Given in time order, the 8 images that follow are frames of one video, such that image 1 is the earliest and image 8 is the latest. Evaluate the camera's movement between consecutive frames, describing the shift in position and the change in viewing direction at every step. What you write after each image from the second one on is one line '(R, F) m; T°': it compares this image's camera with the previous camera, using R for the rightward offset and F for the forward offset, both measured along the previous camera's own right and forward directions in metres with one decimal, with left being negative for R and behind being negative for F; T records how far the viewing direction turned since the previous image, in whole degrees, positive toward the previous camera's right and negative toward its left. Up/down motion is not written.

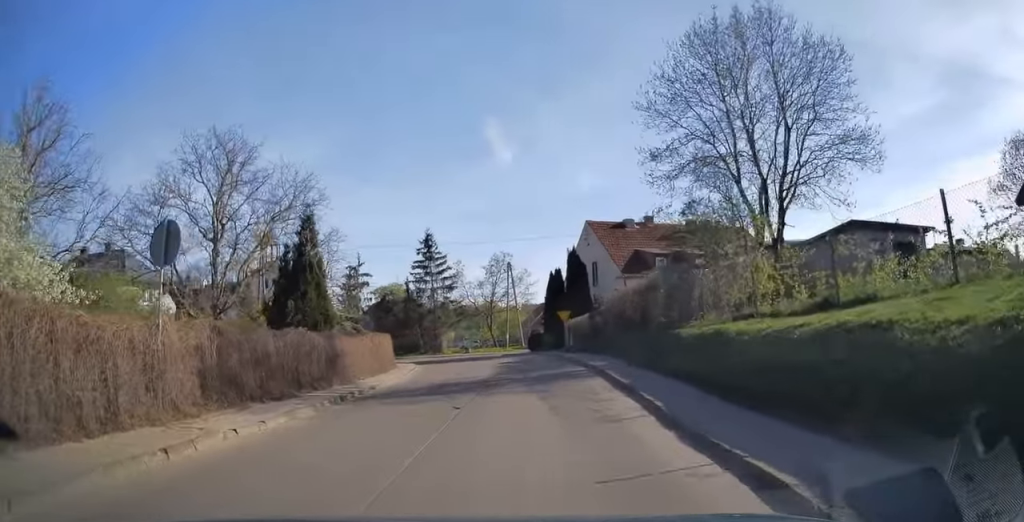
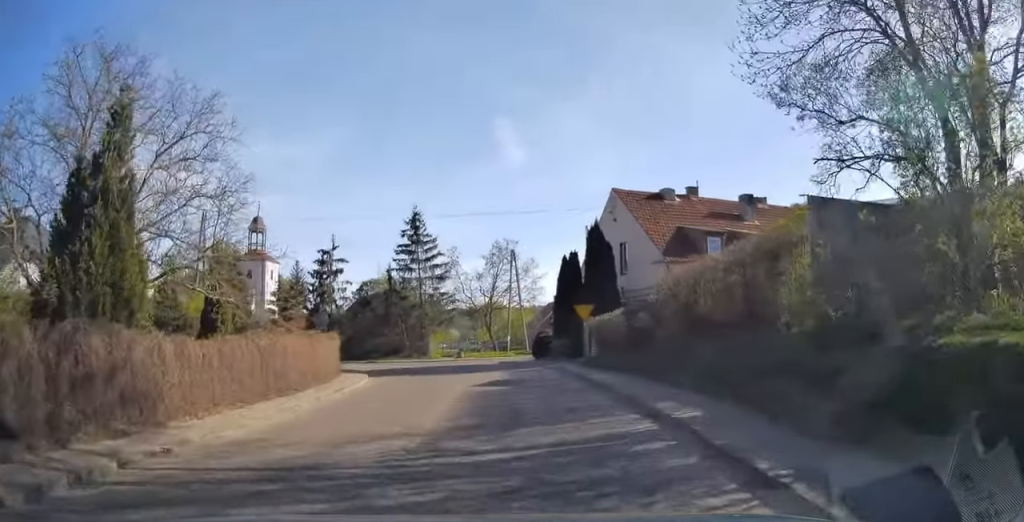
(+0.1, +11.4) m; -1°
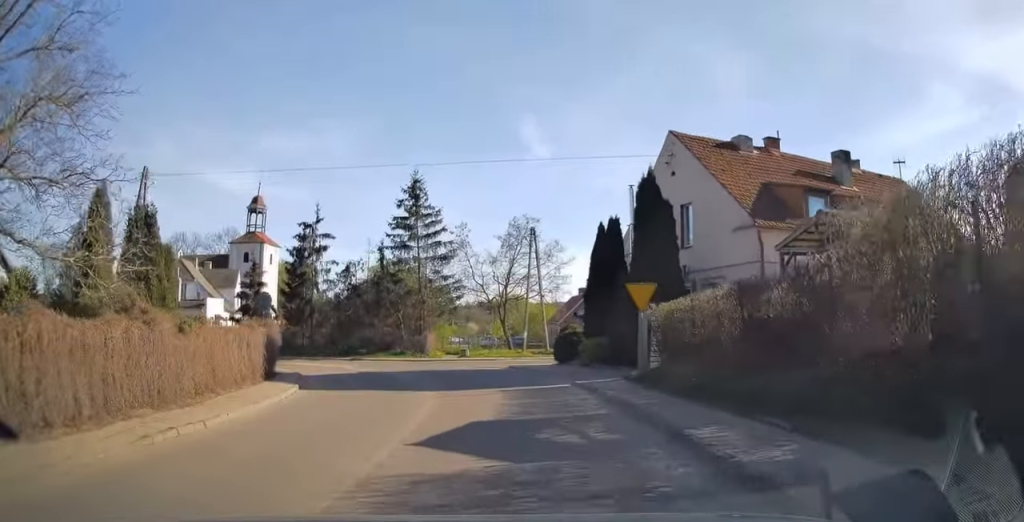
(-0.2, +10.0) m; -2°
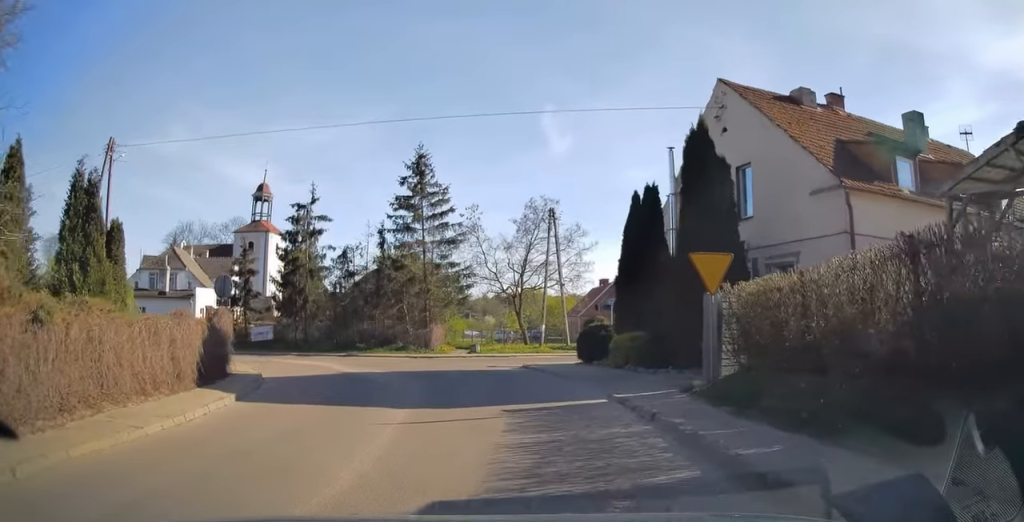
(0.0, +5.0) m; -1°
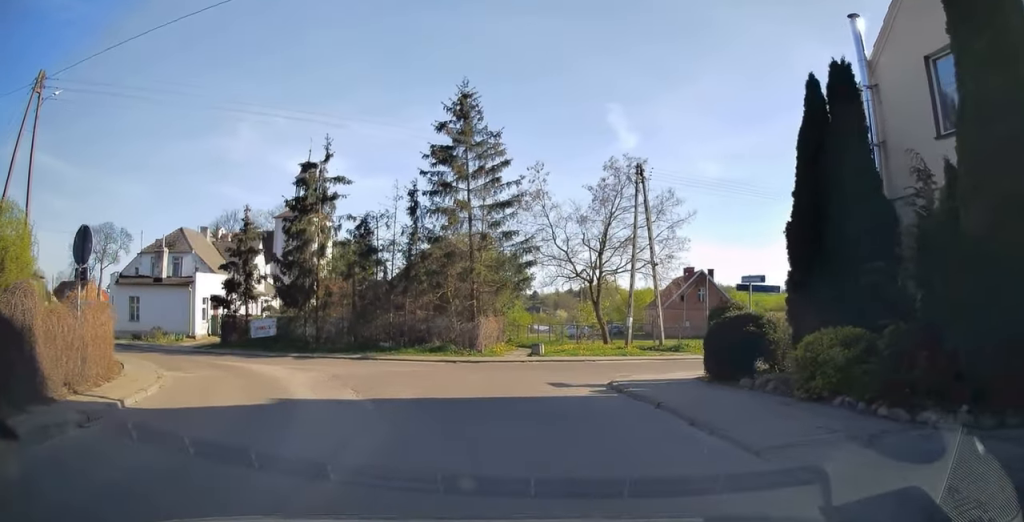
(-0.4, +10.7) m; -7°
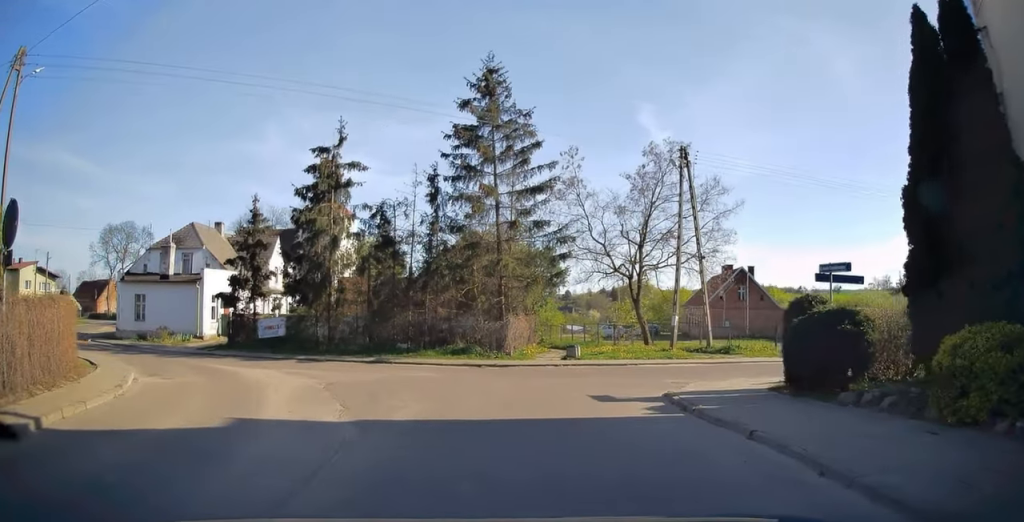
(-0.2, +3.0) m; -4°
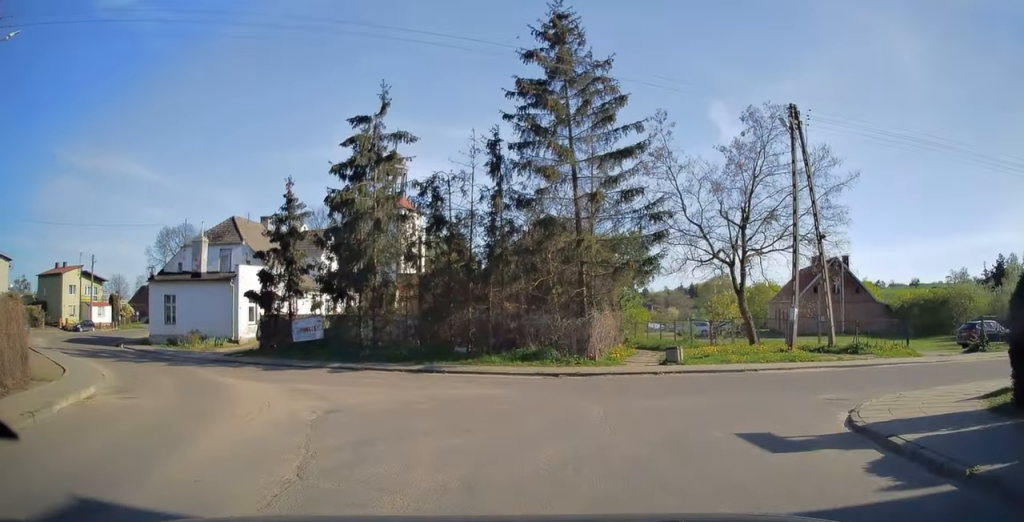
(-0.3, +5.1) m; -7°
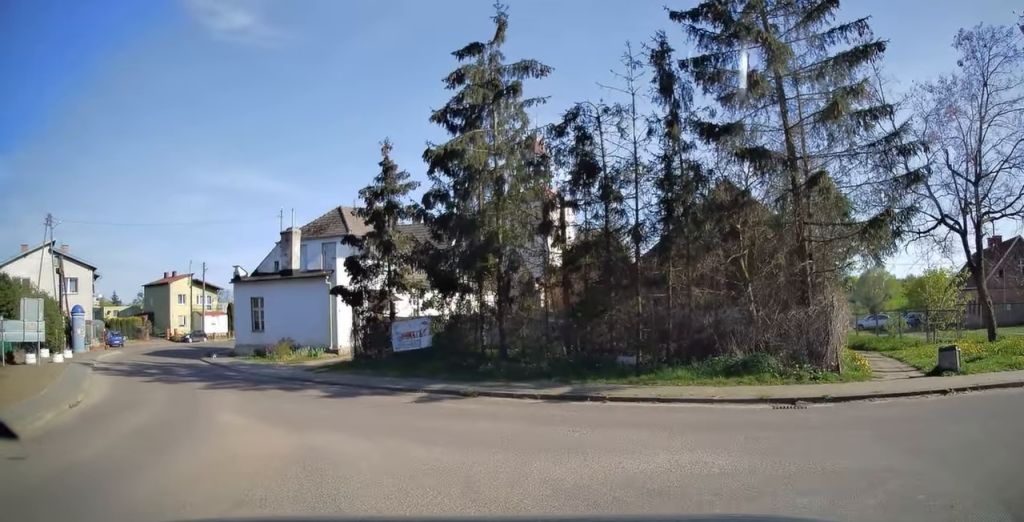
(-0.9, +7.6) m; -15°
